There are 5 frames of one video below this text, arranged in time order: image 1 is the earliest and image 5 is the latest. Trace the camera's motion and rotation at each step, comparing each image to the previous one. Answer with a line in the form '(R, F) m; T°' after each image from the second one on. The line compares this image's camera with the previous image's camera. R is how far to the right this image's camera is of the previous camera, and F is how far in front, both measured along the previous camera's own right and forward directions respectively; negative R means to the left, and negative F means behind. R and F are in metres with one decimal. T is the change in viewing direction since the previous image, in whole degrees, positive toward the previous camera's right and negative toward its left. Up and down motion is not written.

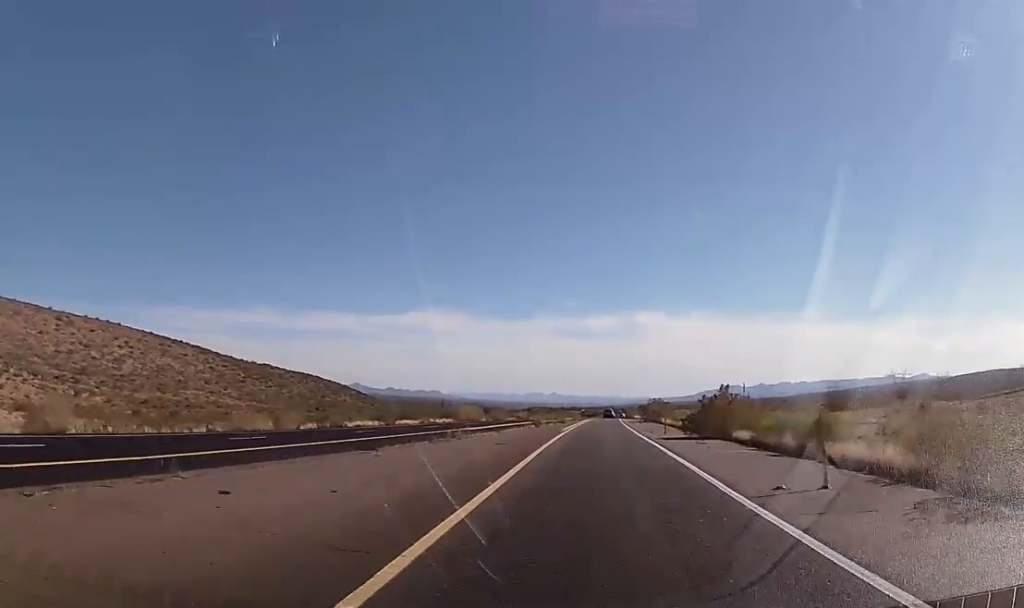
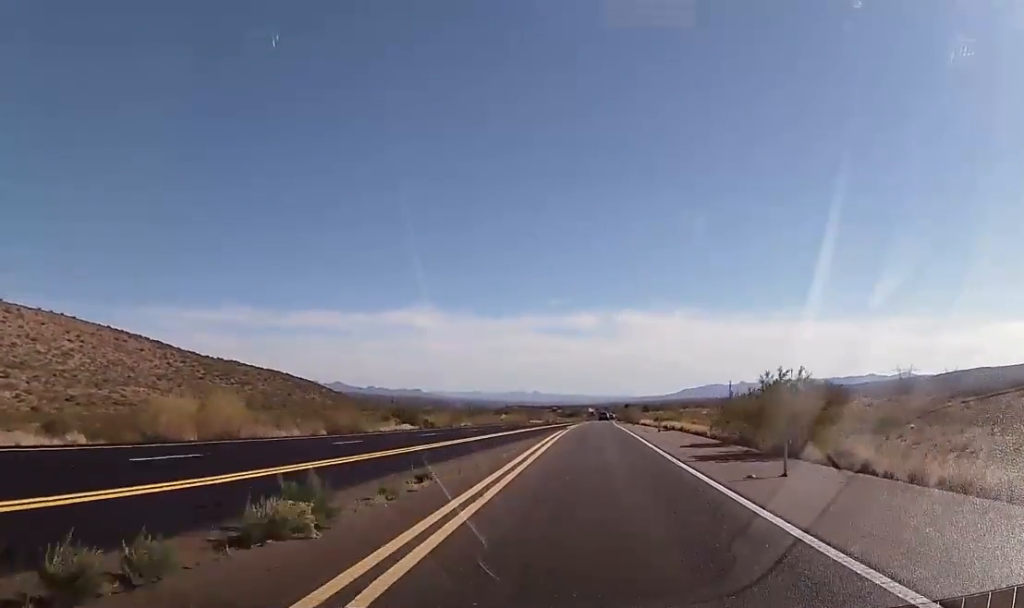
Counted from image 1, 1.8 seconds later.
(+1.3, +67.9) m; +2°
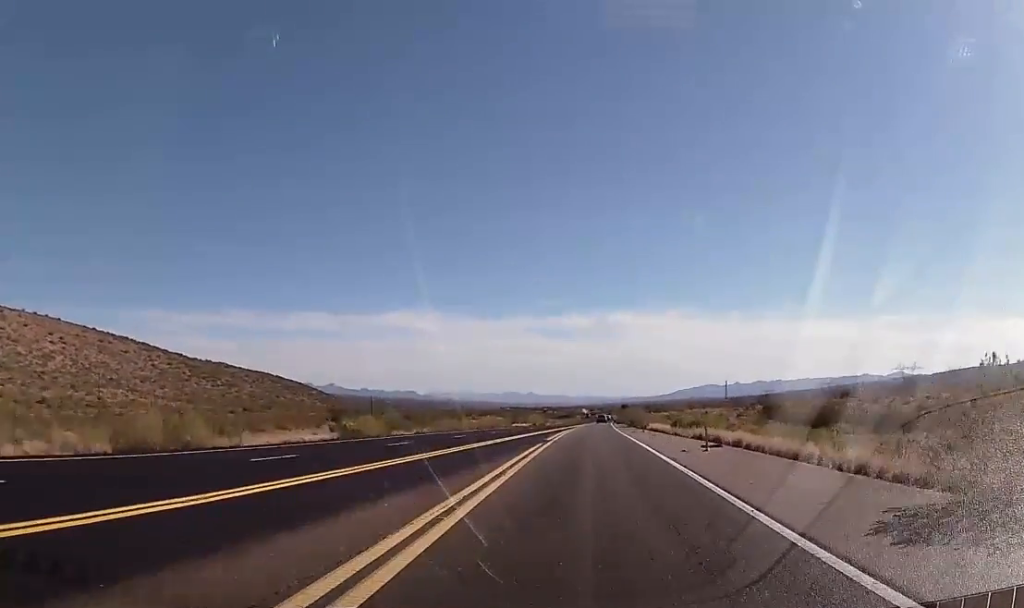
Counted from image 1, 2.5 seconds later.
(+0.1, +24.2) m; 0°
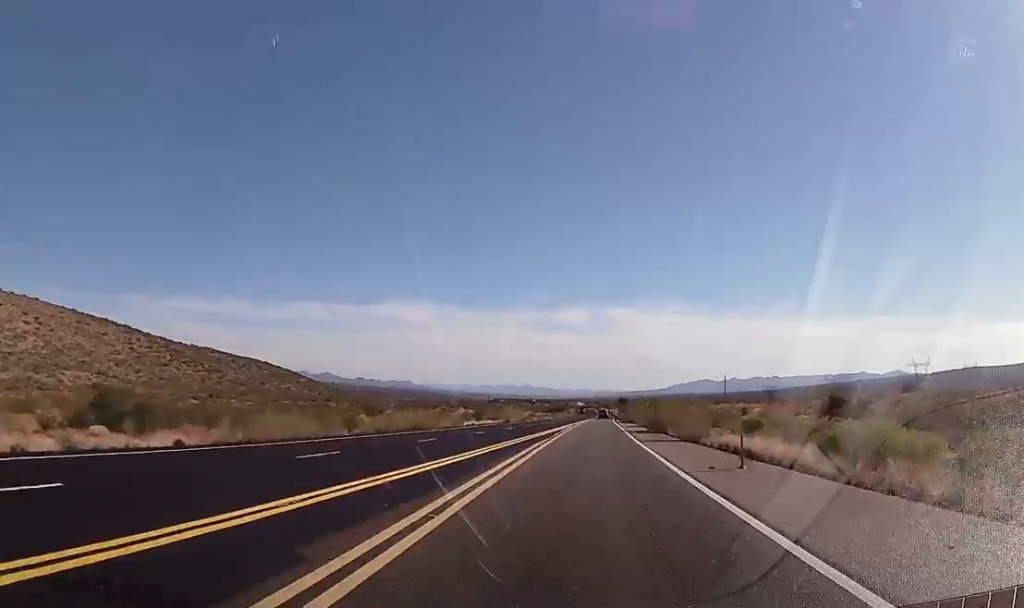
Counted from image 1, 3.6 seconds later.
(+0.2, +40.0) m; 0°
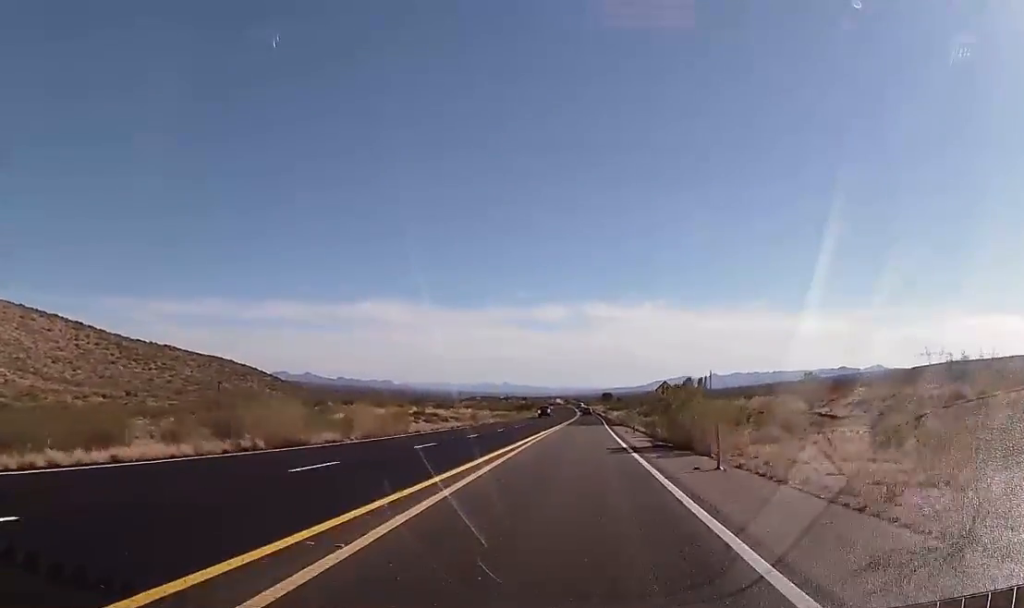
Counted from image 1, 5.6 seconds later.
(+0.3, +66.8) m; +1°
